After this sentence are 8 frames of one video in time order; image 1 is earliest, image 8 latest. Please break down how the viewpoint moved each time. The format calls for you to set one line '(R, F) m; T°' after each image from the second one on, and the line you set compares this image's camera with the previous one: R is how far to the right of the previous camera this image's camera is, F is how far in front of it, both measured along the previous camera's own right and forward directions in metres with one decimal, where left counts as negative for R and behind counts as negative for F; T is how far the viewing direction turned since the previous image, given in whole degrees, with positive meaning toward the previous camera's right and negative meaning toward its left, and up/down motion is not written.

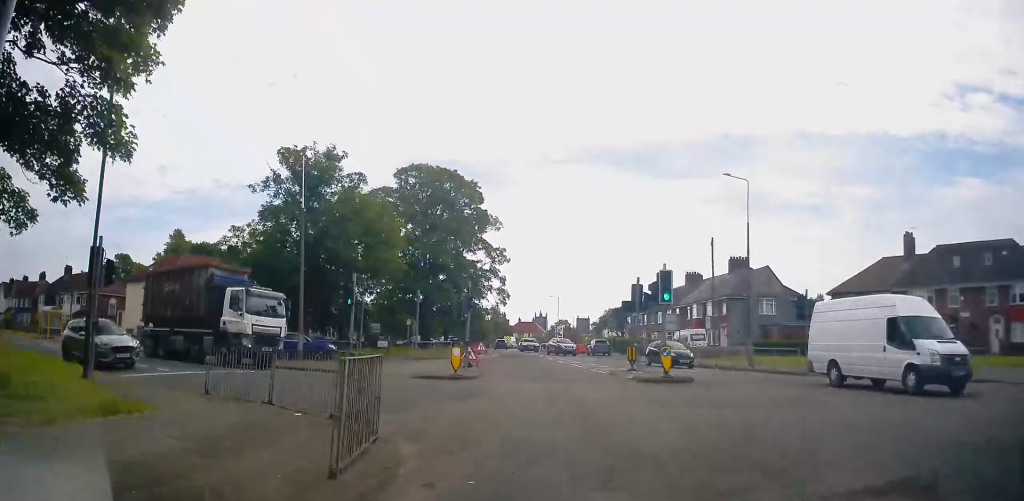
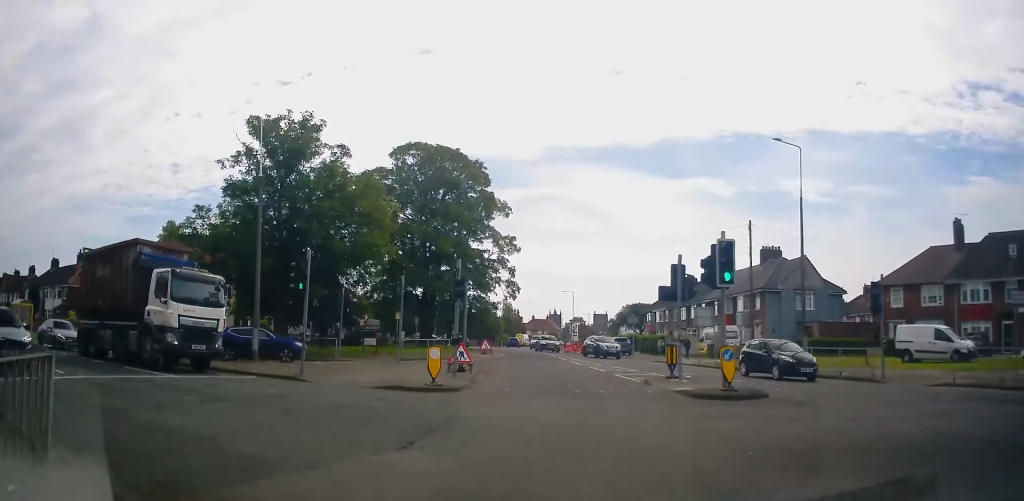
(+0.1, +5.6) m; -1°
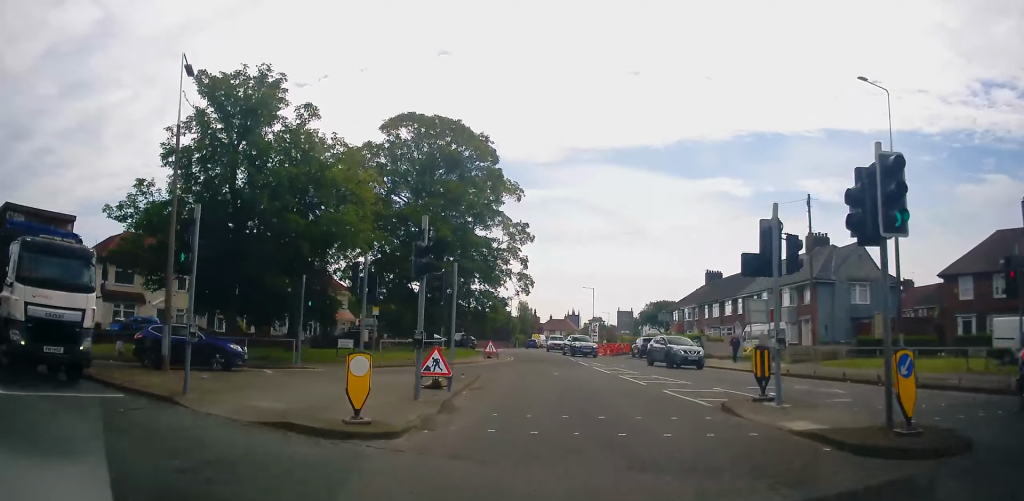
(+0.1, +6.7) m; -2°
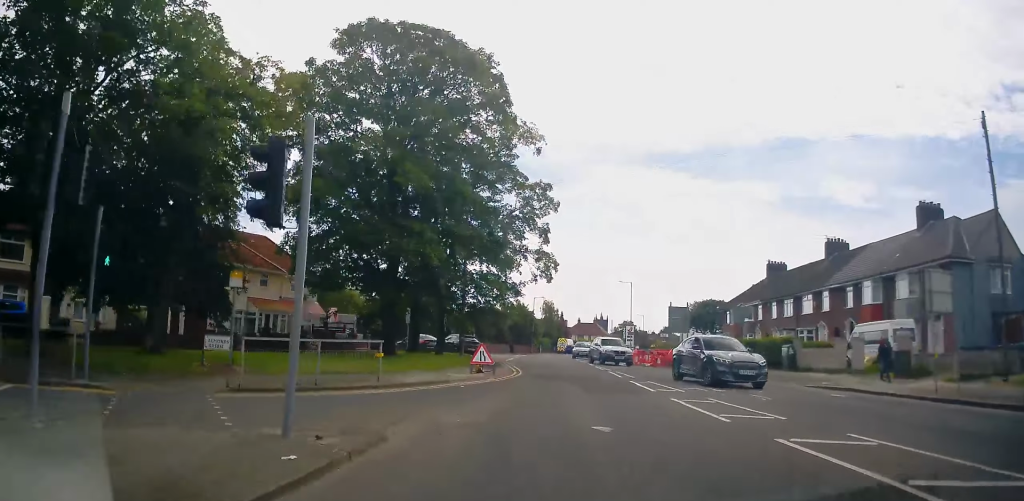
(-0.9, +13.0) m; -3°
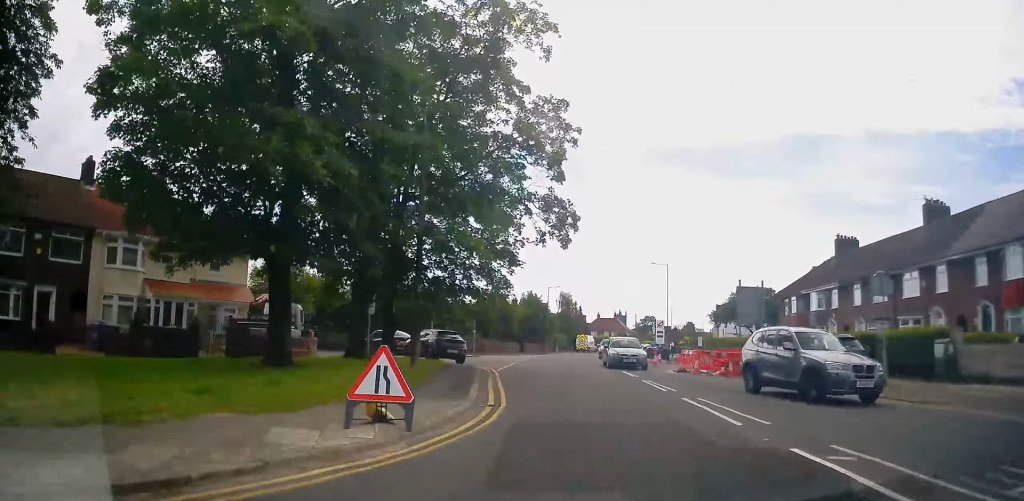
(+0.3, +12.5) m; 0°
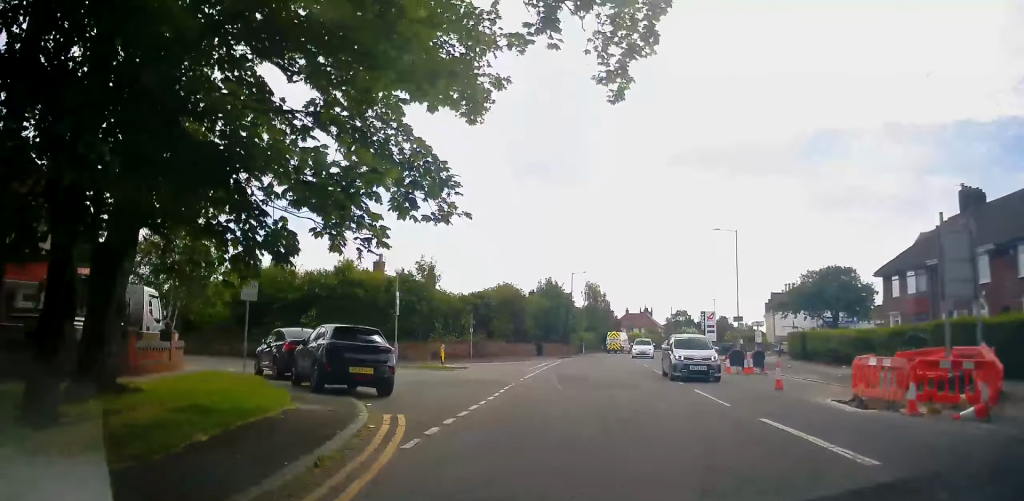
(-0.6, +15.3) m; -2°
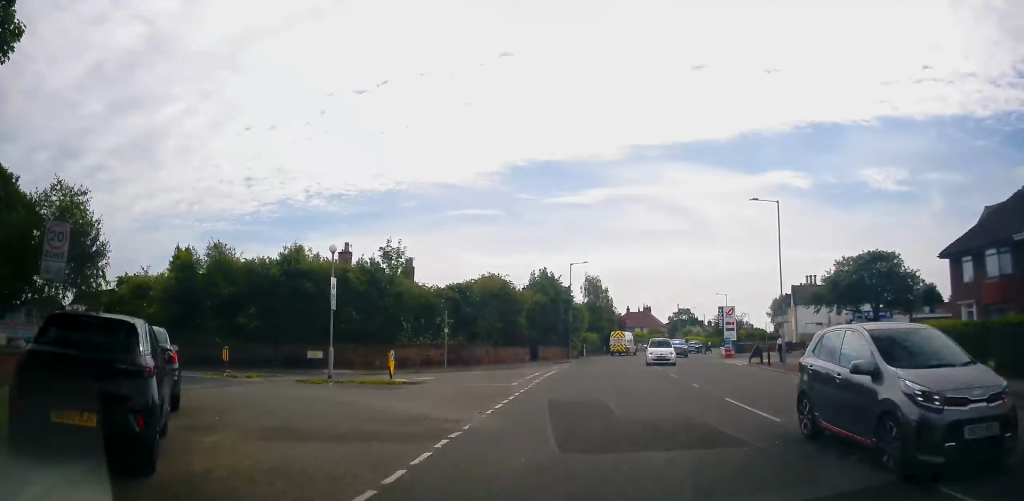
(0.0, +8.1) m; 0°
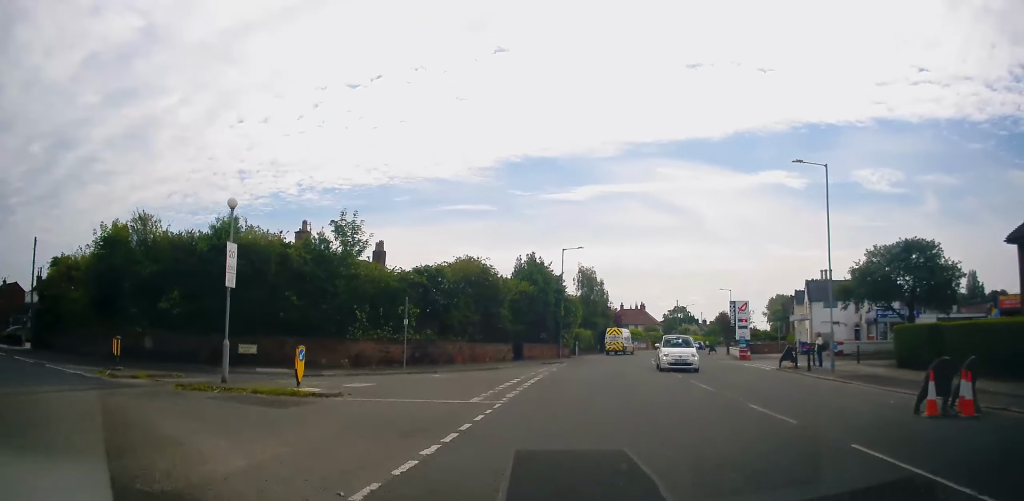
(+0.1, +6.6) m; 0°
